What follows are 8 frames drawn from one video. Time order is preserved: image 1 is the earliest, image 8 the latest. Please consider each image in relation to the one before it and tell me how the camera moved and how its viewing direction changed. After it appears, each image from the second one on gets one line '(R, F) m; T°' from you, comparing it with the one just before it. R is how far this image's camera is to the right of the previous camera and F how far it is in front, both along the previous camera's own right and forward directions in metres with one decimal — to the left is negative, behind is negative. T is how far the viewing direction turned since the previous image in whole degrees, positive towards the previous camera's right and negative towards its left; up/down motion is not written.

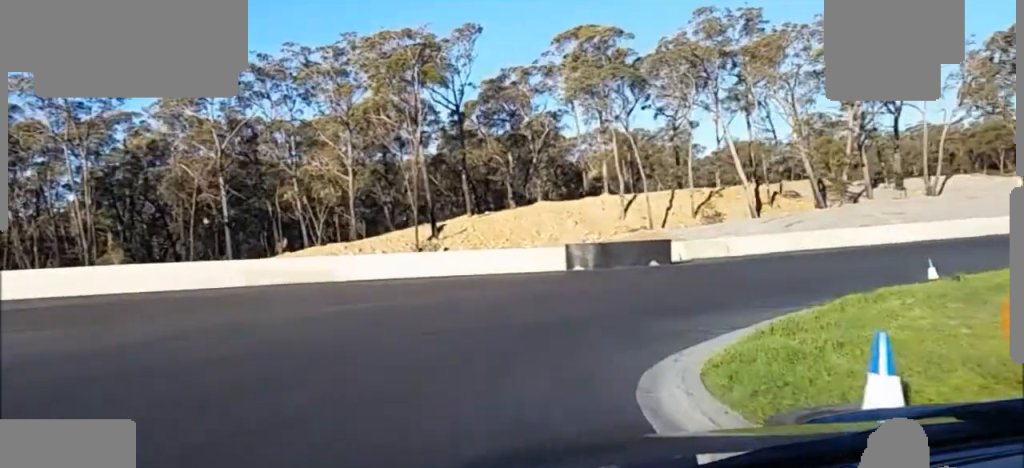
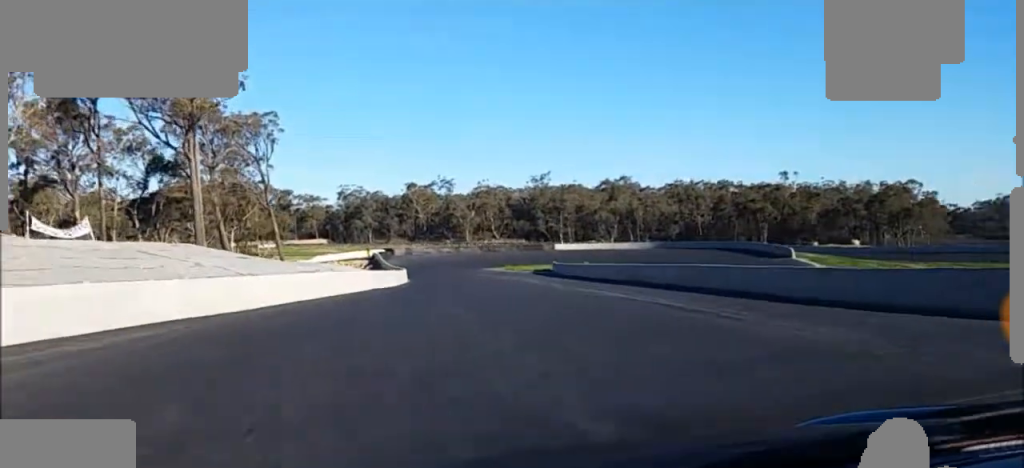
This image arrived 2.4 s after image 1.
(+24.0, +32.5) m; +65°
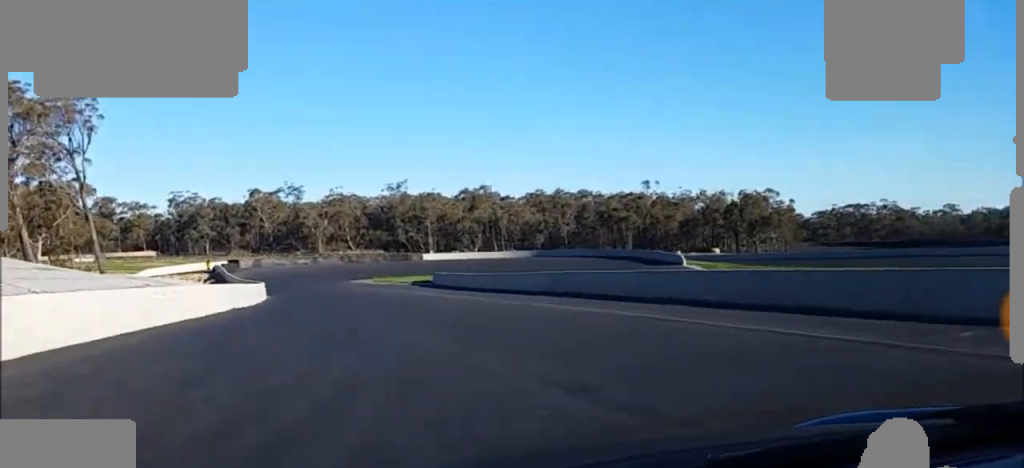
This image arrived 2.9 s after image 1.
(+1.4, +11.1) m; +7°
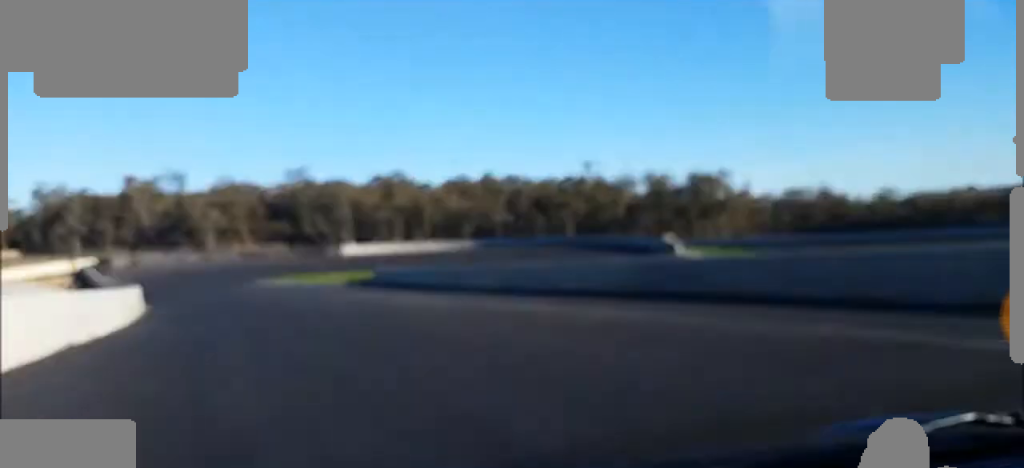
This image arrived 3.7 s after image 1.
(+1.5, +17.3) m; +7°
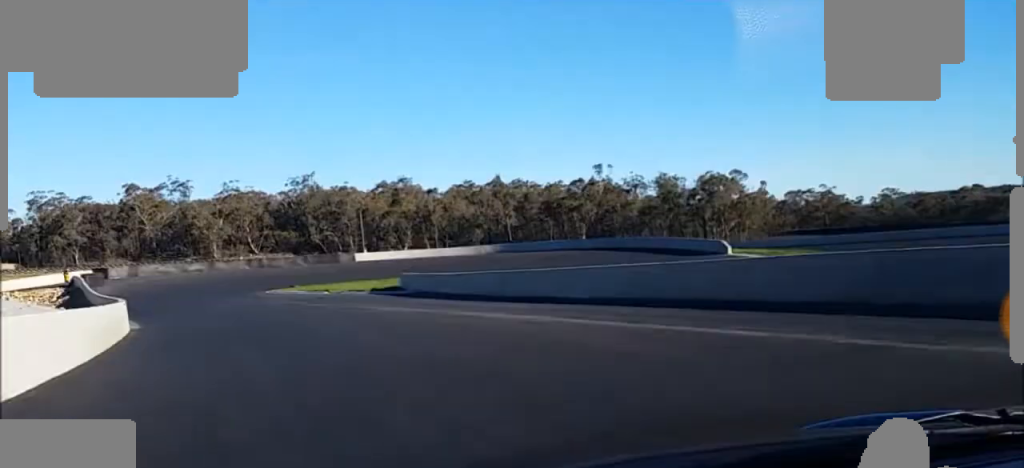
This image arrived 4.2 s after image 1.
(+0.8, +10.6) m; +1°
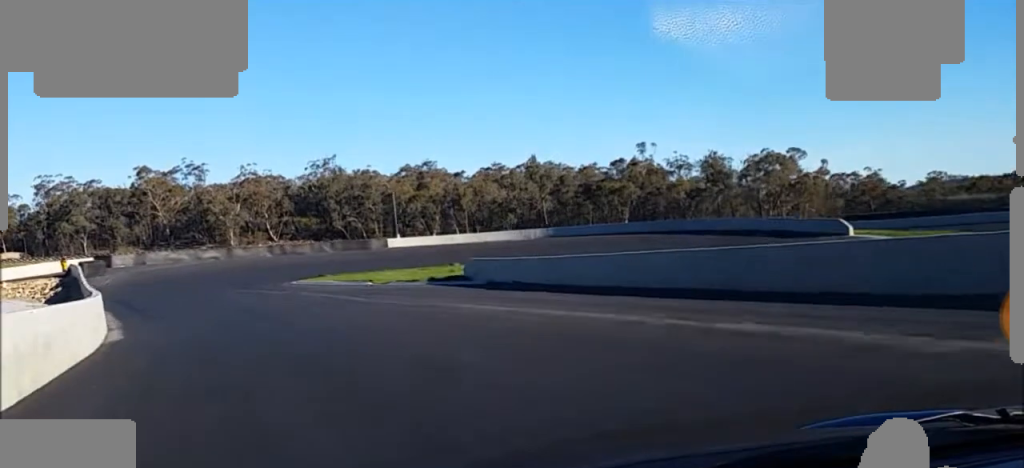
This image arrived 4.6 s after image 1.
(+0.1, +9.9) m; -1°
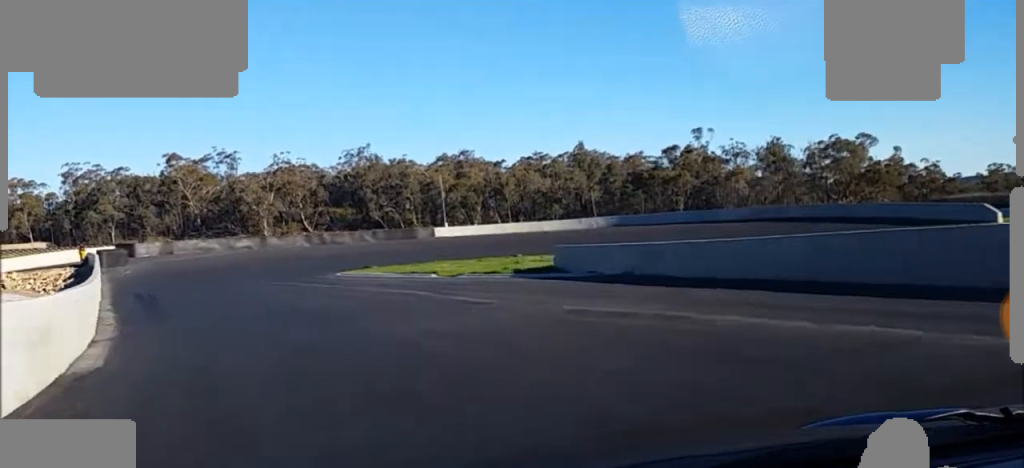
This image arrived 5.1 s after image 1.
(-0.4, +10.1) m; -2°
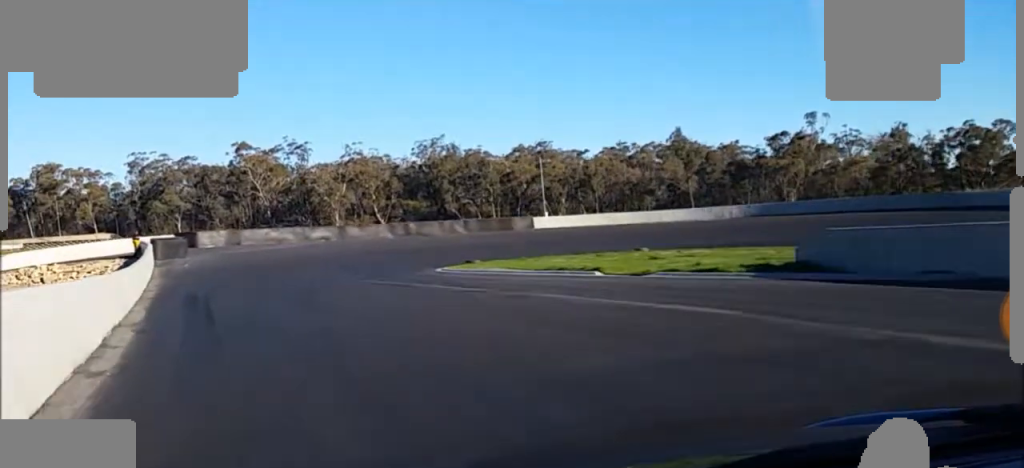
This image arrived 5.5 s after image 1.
(-0.1, +10.7) m; -2°
